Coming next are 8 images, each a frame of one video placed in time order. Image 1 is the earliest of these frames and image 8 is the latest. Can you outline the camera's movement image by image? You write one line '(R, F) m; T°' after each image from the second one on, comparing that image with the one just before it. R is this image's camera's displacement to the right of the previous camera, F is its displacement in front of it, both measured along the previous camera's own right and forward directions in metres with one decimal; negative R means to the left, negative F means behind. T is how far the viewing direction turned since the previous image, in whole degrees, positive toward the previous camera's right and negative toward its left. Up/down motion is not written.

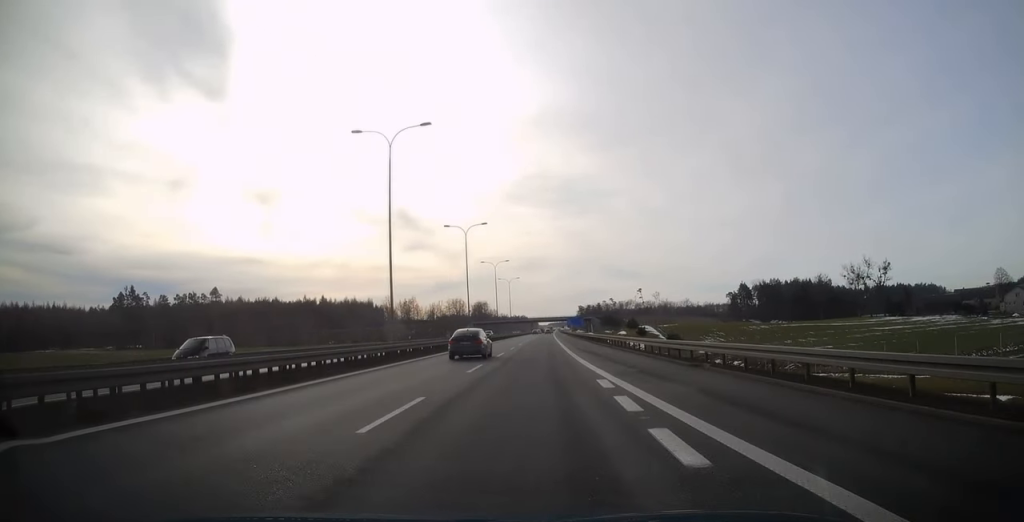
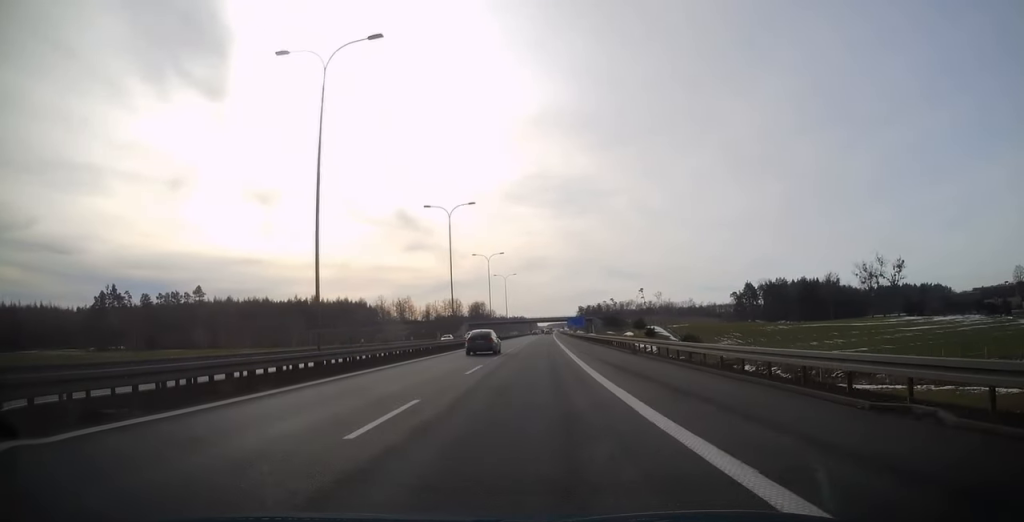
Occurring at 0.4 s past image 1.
(+0.1, +12.2) m; 0°
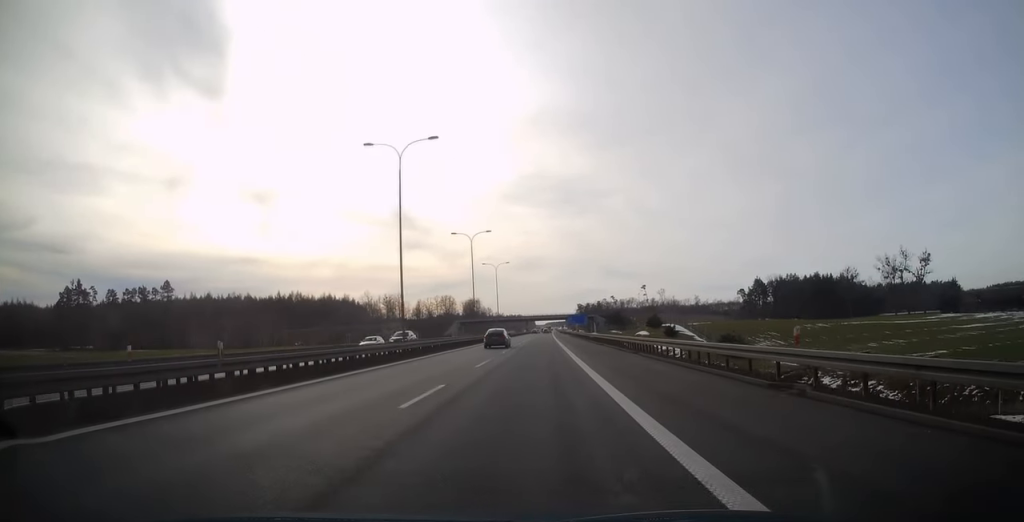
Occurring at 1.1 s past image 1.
(+0.1, +20.9) m; 0°
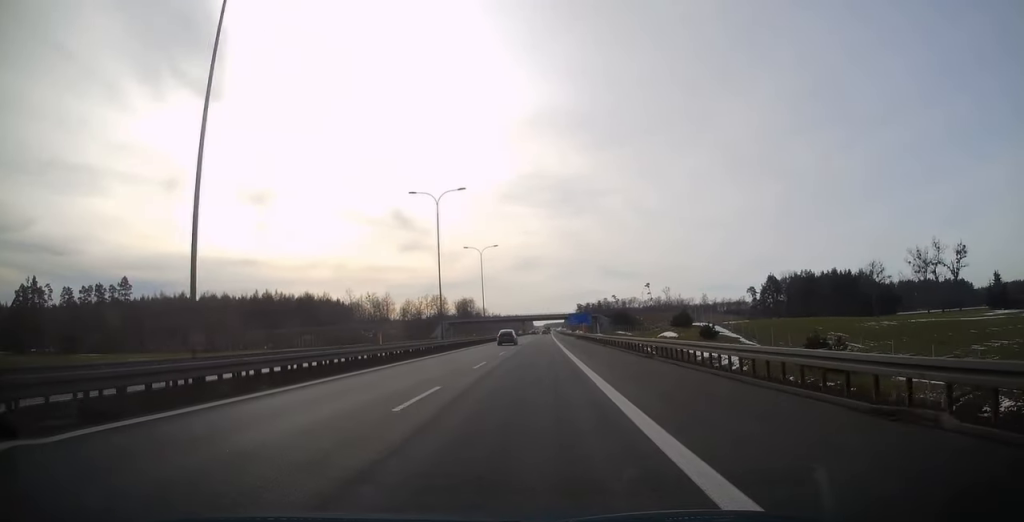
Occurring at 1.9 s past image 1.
(0.0, +24.5) m; 0°
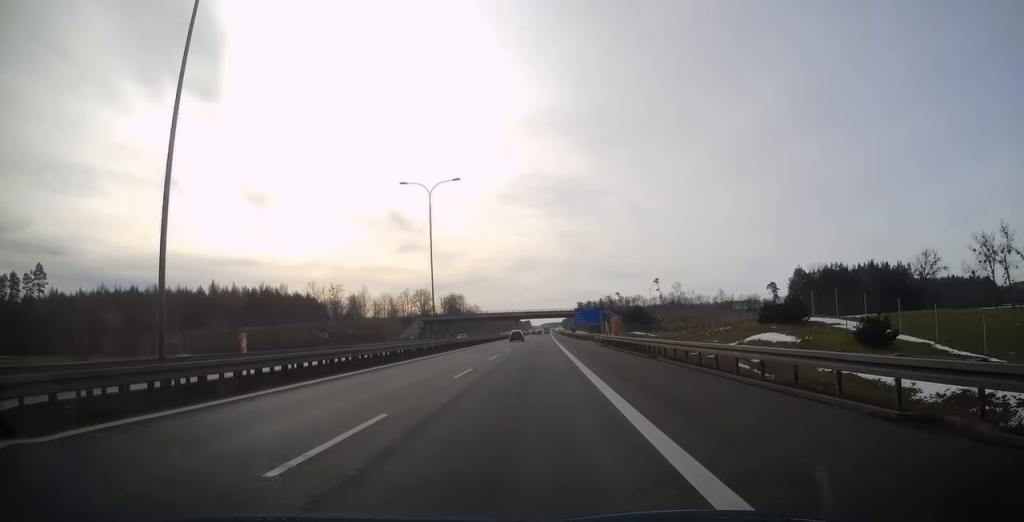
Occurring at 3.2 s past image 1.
(+0.2, +40.7) m; 0°
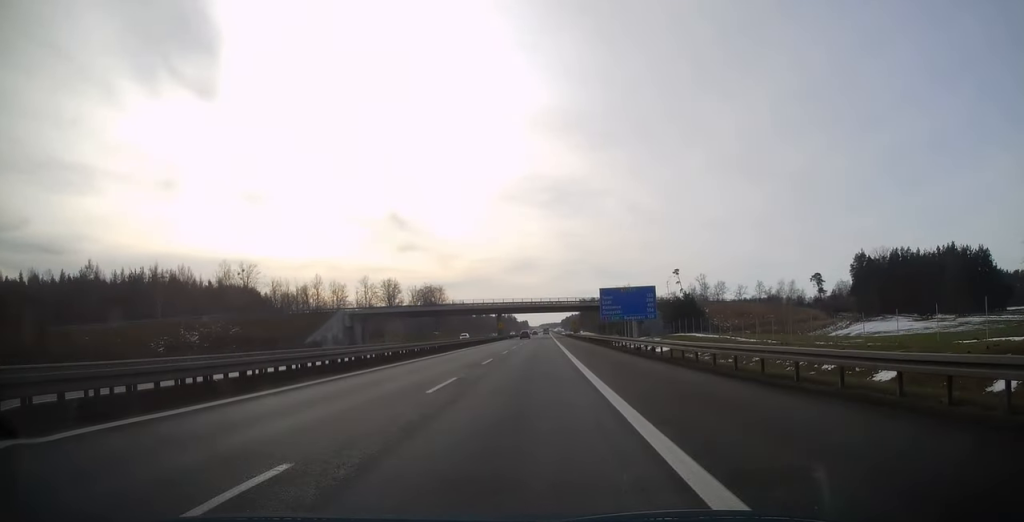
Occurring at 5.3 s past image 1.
(-0.2, +63.7) m; 0°
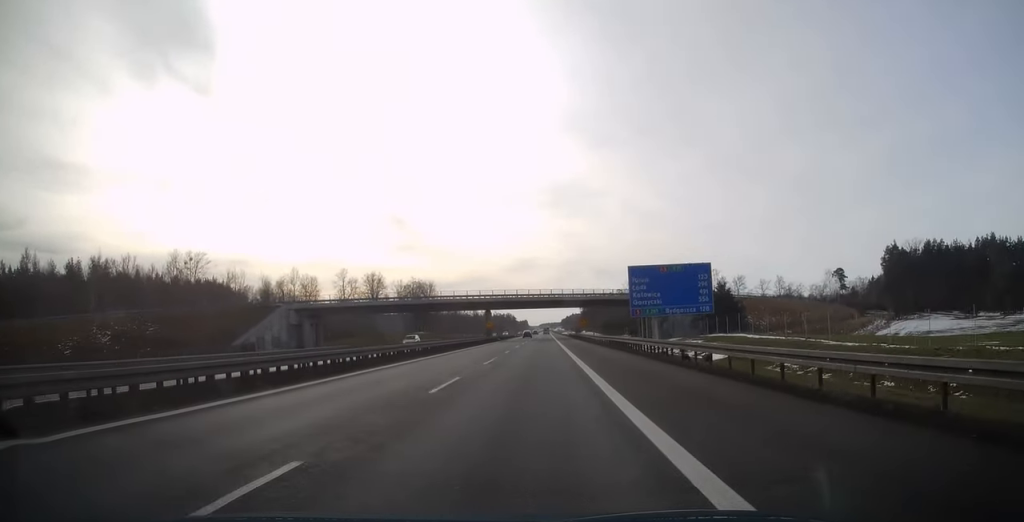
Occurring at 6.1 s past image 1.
(+0.1, +24.0) m; 0°
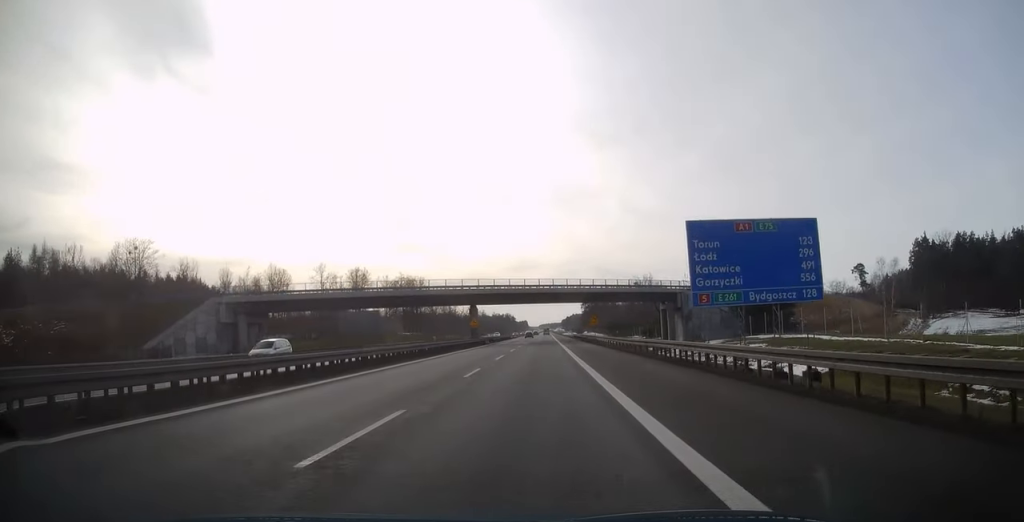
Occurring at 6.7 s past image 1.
(+0.1, +19.3) m; 0°
